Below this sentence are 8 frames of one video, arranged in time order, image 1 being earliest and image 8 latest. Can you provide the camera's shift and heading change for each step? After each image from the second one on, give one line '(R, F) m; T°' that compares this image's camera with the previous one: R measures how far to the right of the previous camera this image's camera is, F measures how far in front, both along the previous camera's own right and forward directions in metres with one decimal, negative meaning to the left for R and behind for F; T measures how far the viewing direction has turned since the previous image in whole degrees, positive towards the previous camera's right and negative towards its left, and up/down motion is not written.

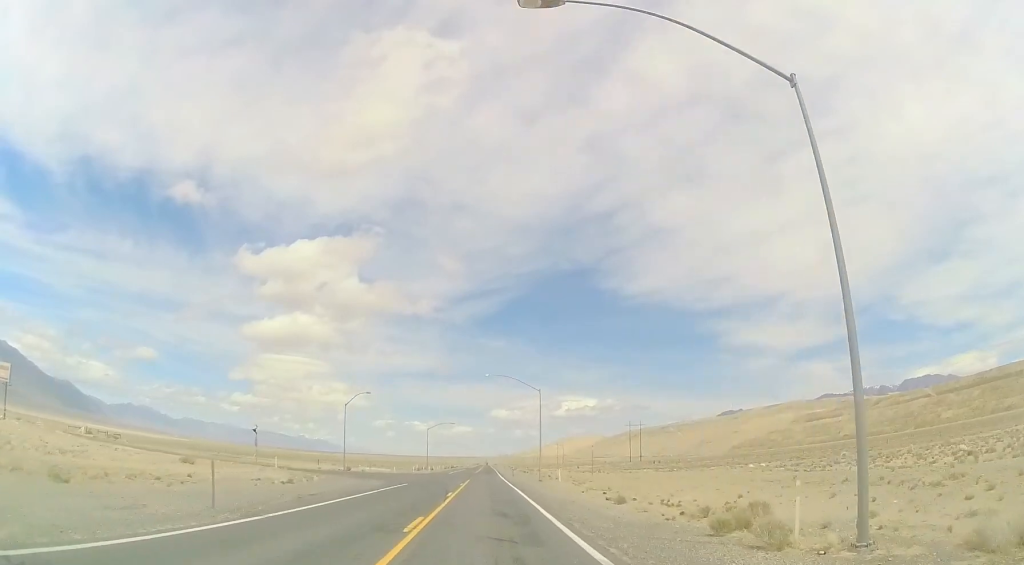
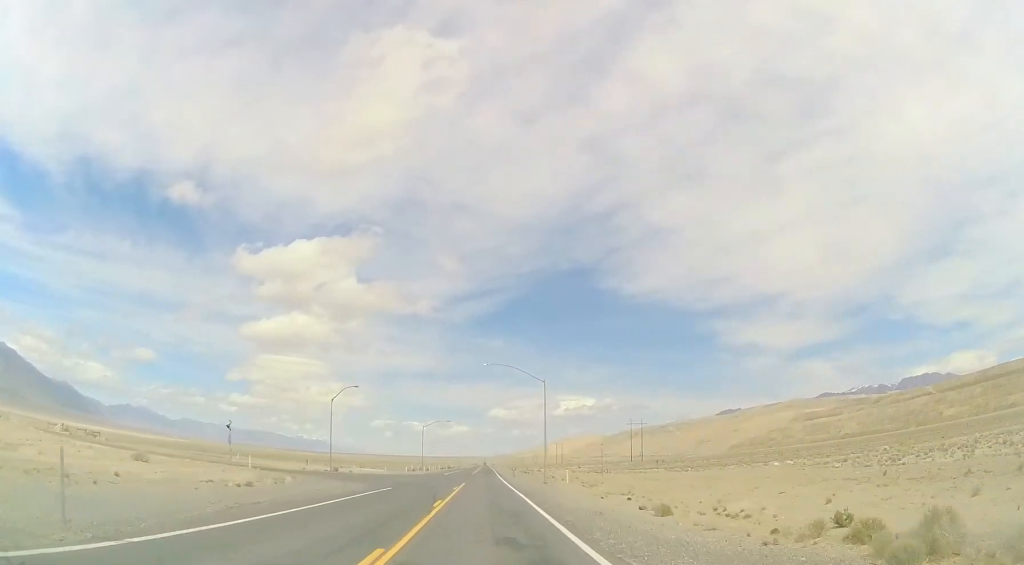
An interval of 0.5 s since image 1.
(+0.1, +5.9) m; 0°
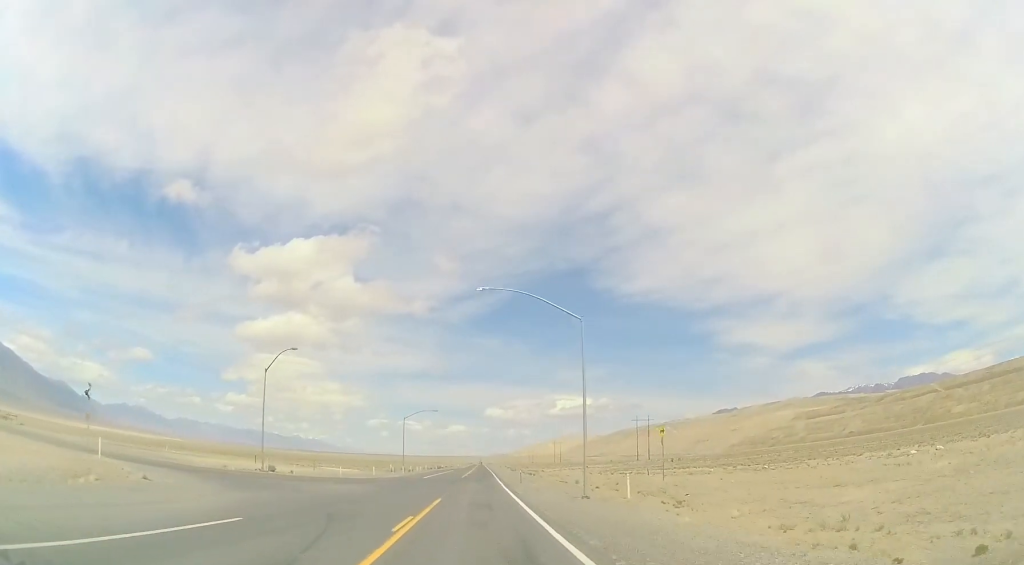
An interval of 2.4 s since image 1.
(+0.1, +21.1) m; 0°
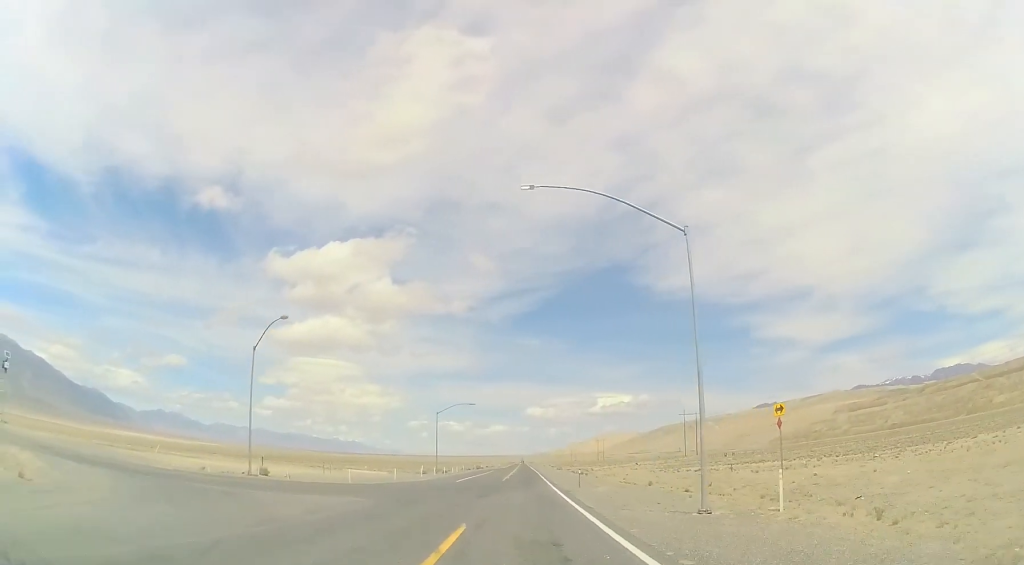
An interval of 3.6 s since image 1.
(0.0, +10.9) m; -7°
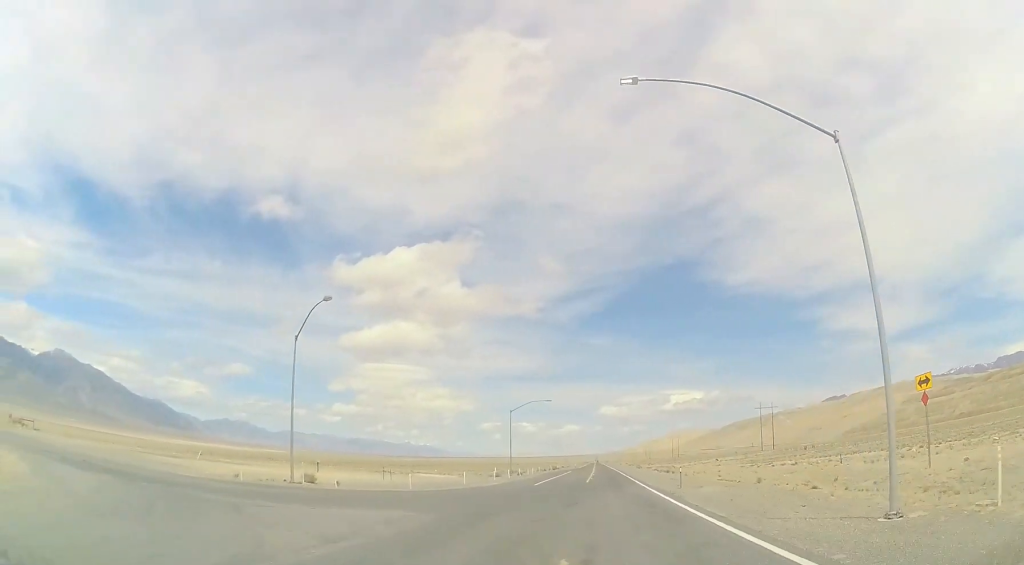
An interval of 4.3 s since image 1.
(-0.3, +5.5) m; -10°
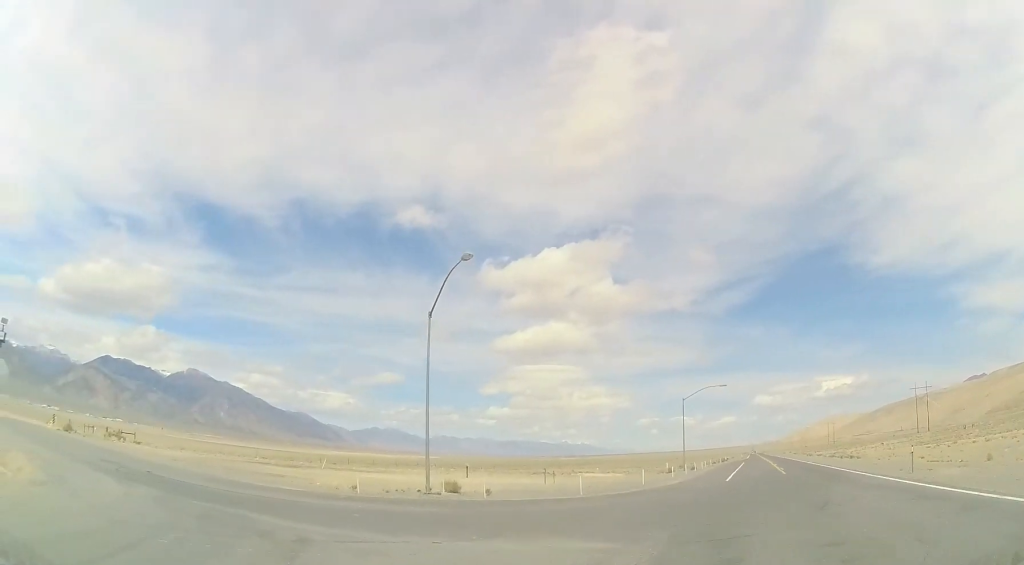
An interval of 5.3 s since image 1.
(-1.2, +6.7) m; -17°
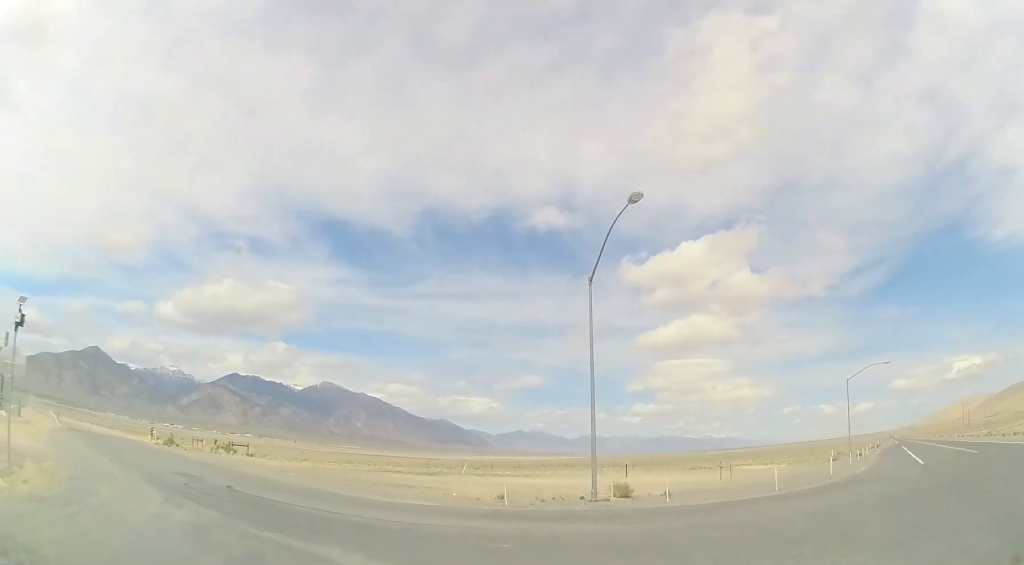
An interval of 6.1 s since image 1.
(-0.4, +5.2) m; -11°
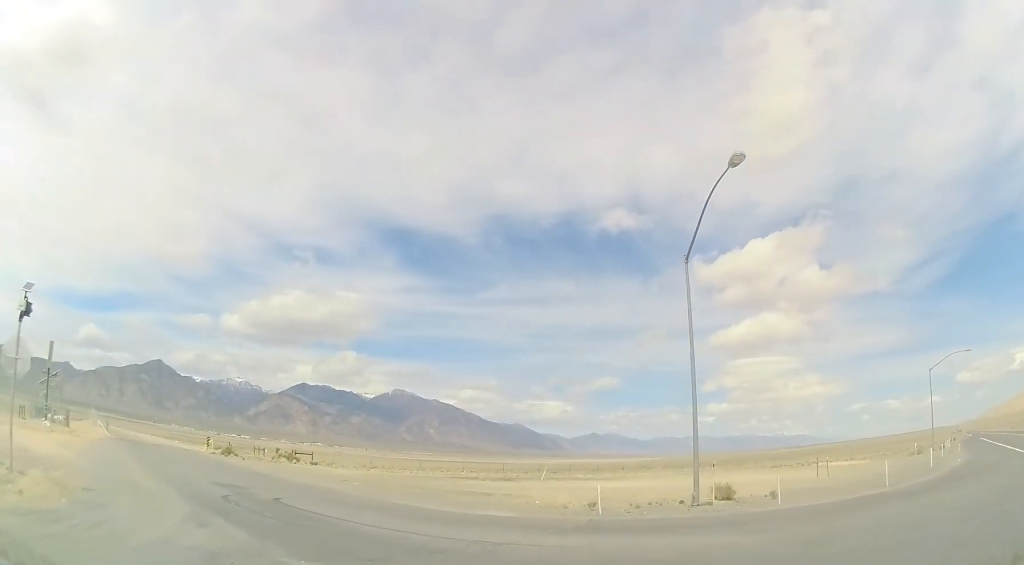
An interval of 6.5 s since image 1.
(-0.2, +2.6) m; -6°
